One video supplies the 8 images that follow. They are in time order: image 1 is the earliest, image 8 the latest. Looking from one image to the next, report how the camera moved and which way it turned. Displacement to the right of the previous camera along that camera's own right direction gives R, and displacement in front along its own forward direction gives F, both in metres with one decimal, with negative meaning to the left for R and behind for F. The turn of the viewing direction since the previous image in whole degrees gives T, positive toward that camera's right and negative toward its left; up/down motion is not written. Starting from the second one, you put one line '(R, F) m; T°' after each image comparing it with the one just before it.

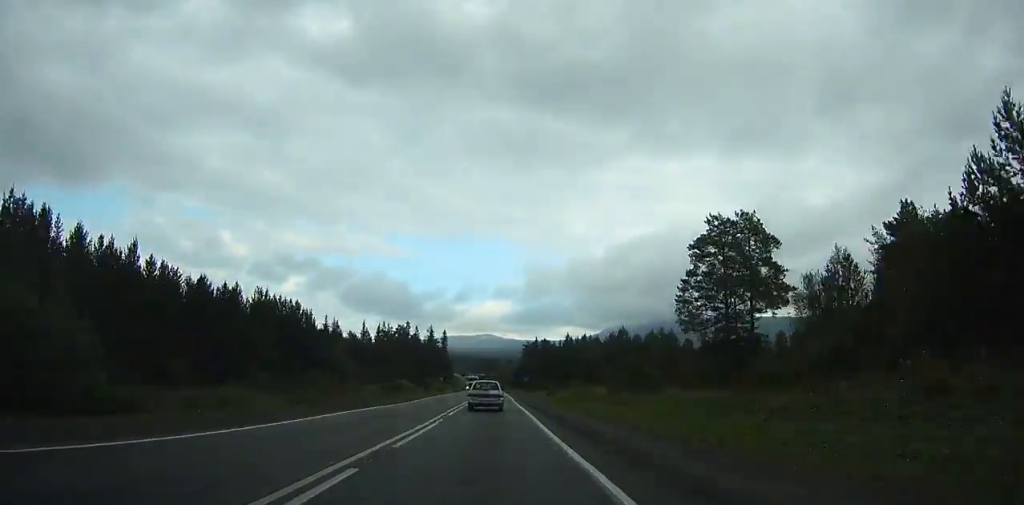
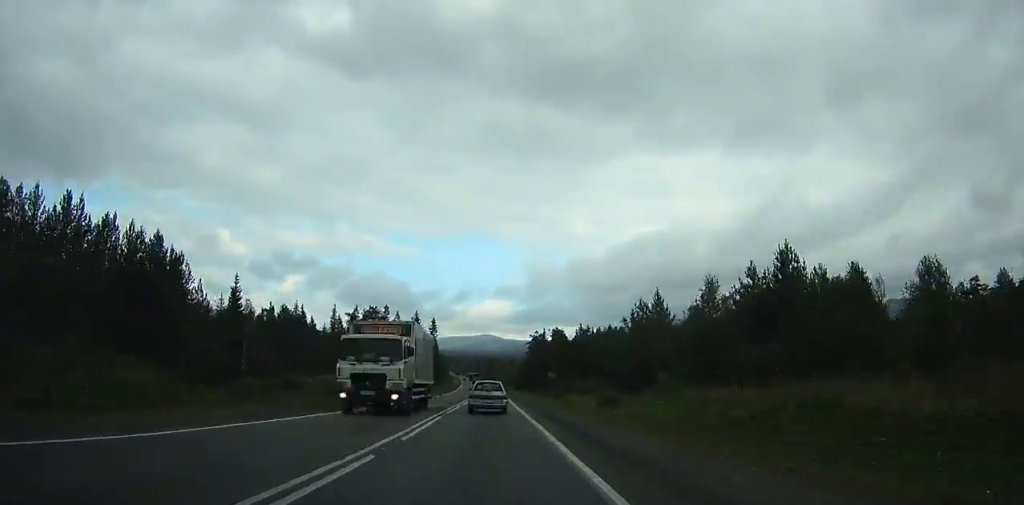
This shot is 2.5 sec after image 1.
(0.0, +44.5) m; 0°
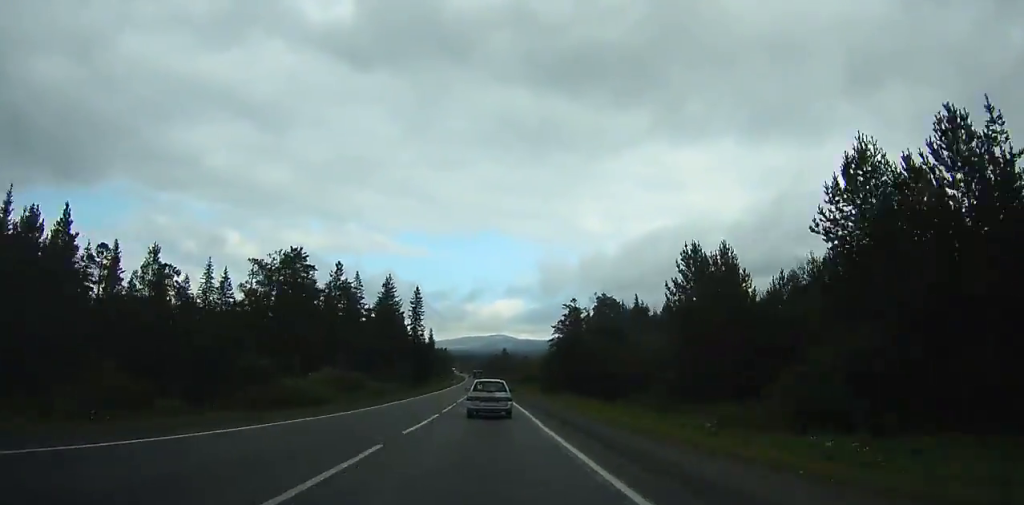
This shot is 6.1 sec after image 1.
(-0.5, +65.8) m; -1°
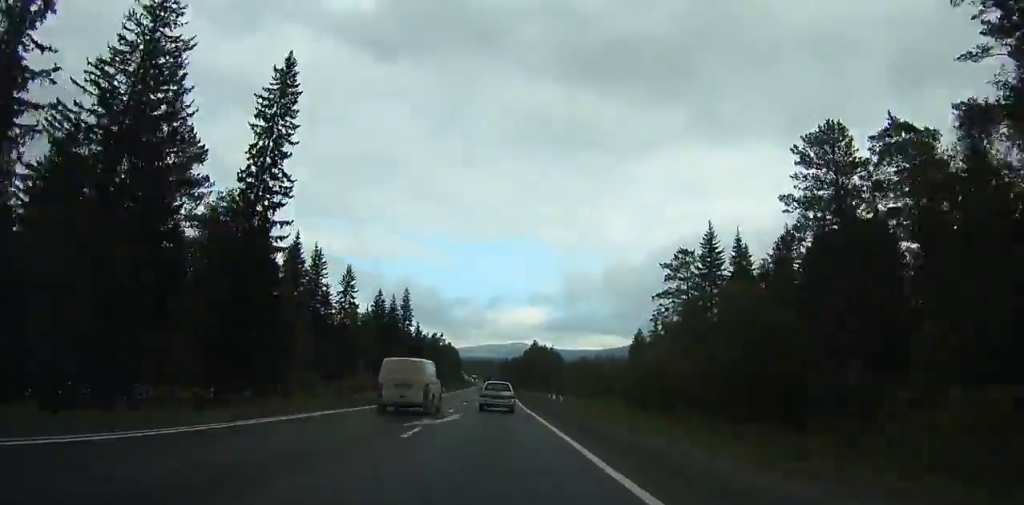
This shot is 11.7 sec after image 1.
(-1.7, +104.5) m; -1°
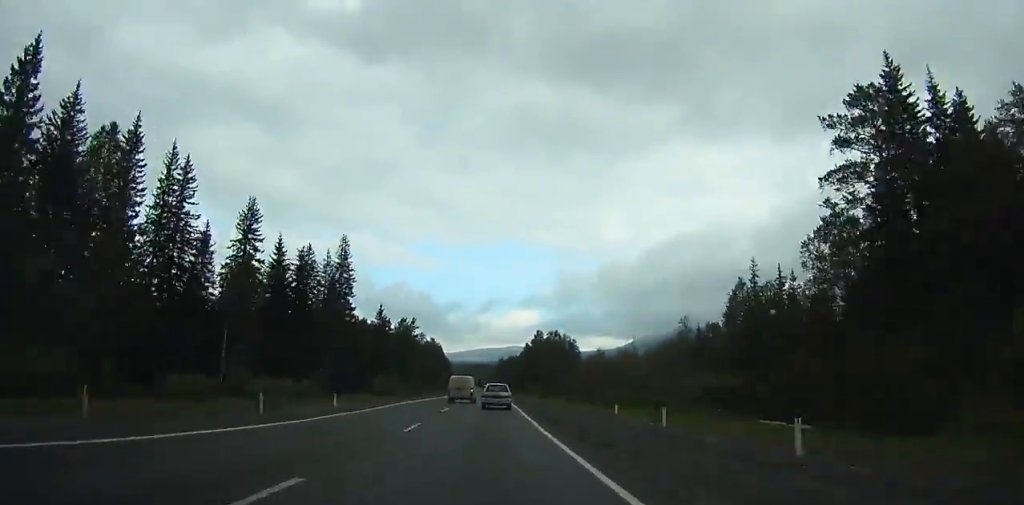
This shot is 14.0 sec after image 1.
(-0.2, +44.0) m; 0°
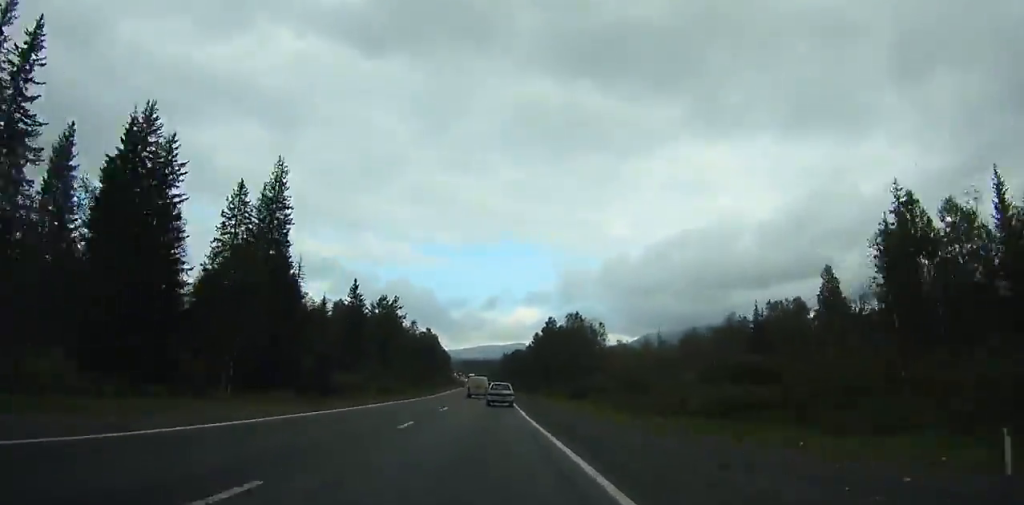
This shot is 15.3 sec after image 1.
(+0.1, +25.4) m; 0°
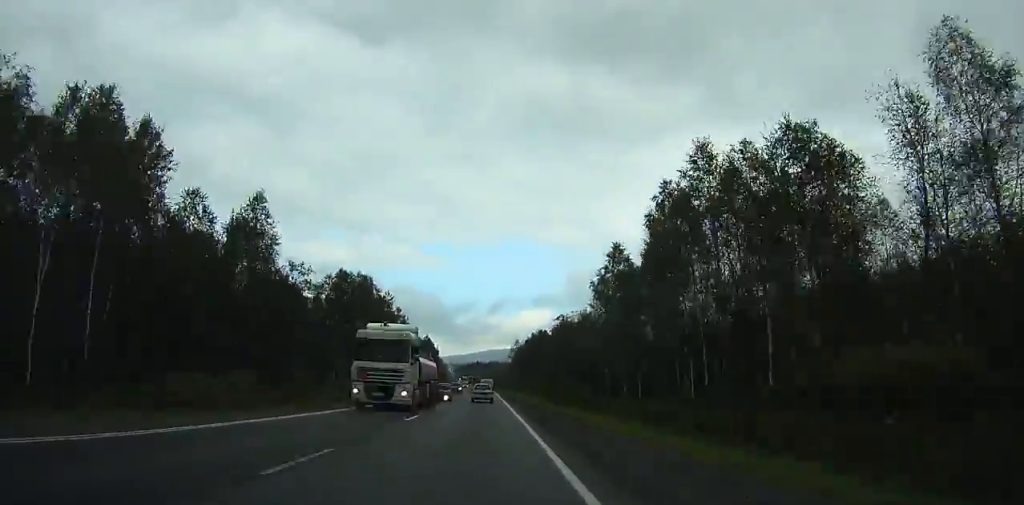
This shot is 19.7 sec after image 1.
(-0.5, +89.7) m; -1°
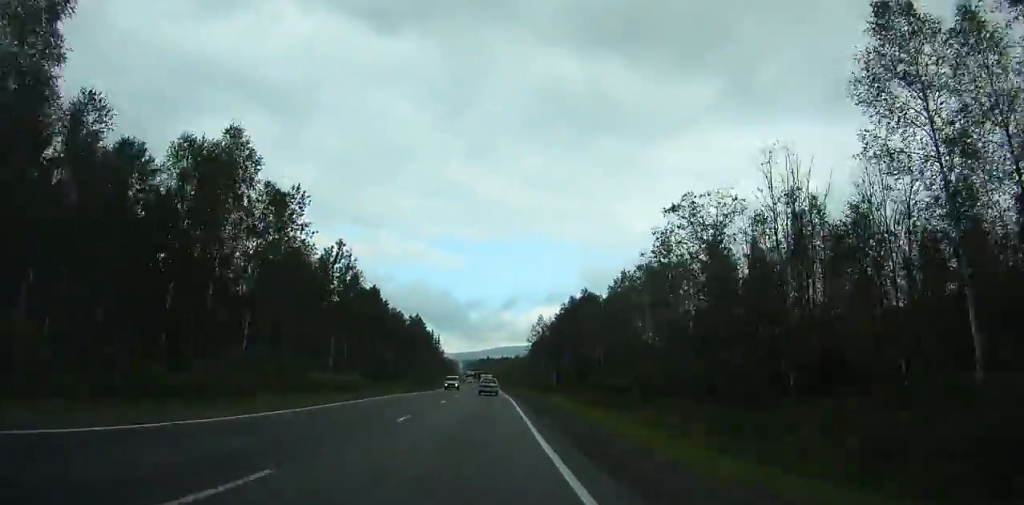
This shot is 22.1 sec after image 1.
(-0.1, +51.2) m; -1°
